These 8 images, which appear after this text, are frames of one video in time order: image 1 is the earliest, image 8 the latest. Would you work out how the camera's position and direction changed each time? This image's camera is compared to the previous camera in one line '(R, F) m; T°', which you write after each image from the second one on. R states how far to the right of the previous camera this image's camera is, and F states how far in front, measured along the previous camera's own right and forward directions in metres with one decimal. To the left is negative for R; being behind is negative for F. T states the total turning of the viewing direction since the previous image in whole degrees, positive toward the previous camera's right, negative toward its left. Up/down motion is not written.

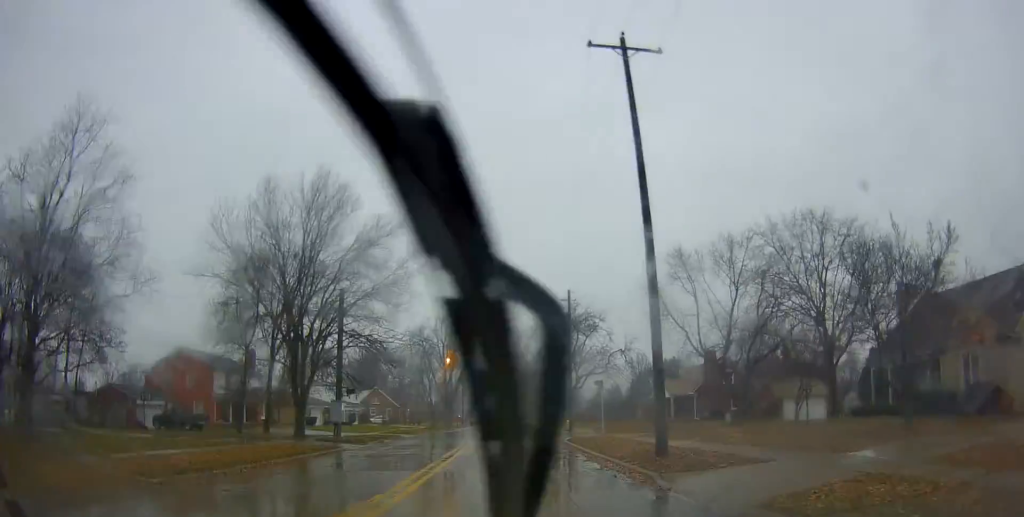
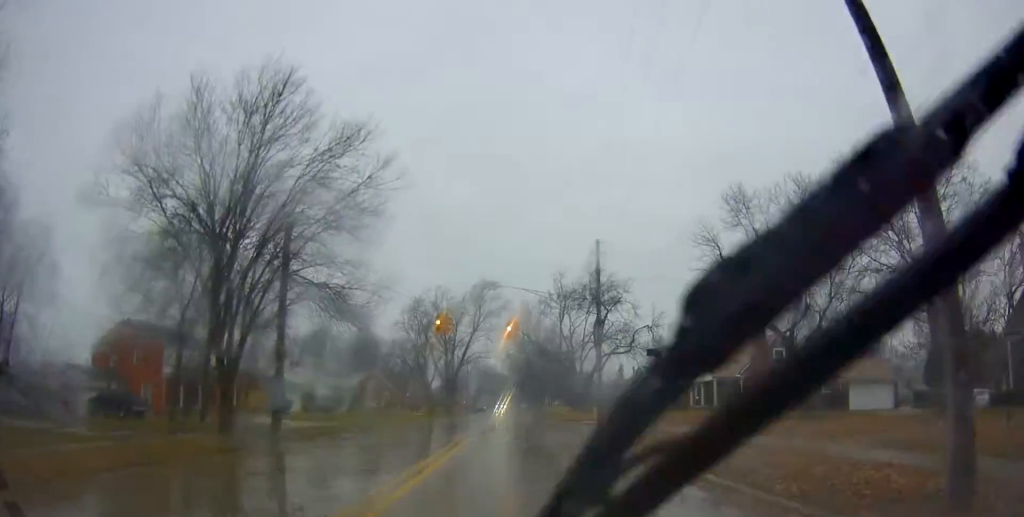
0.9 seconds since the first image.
(0.0, +10.5) m; 0°
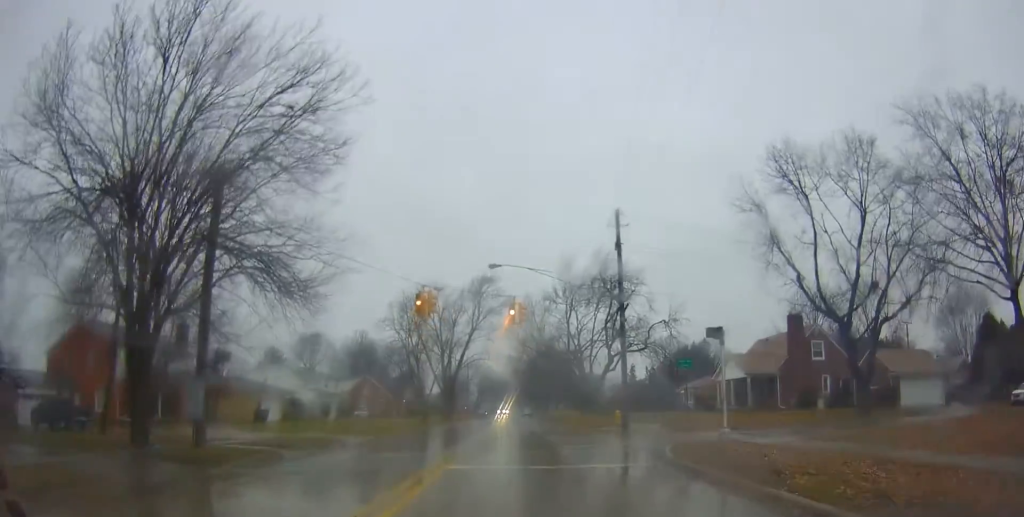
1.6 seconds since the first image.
(0.0, +6.6) m; -2°
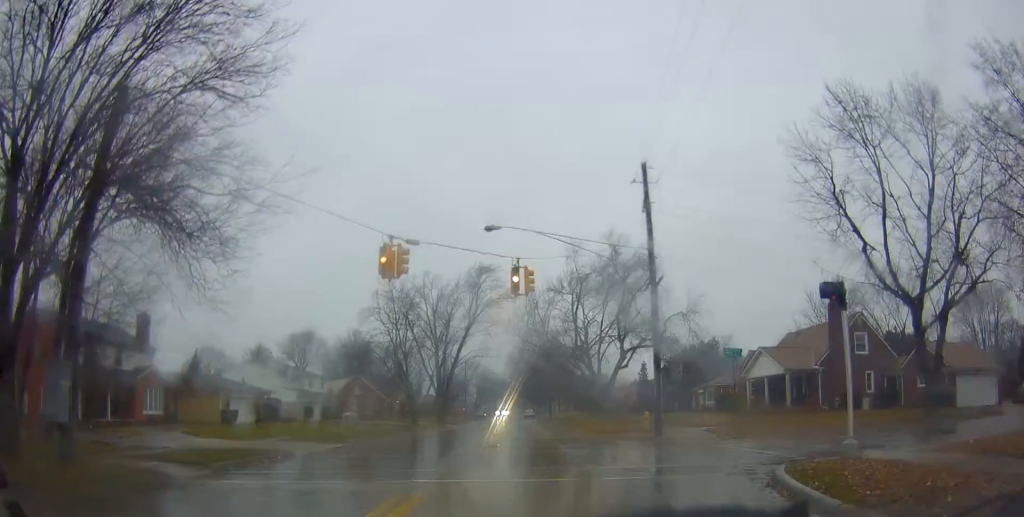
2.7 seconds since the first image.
(-0.3, +6.4) m; -4°
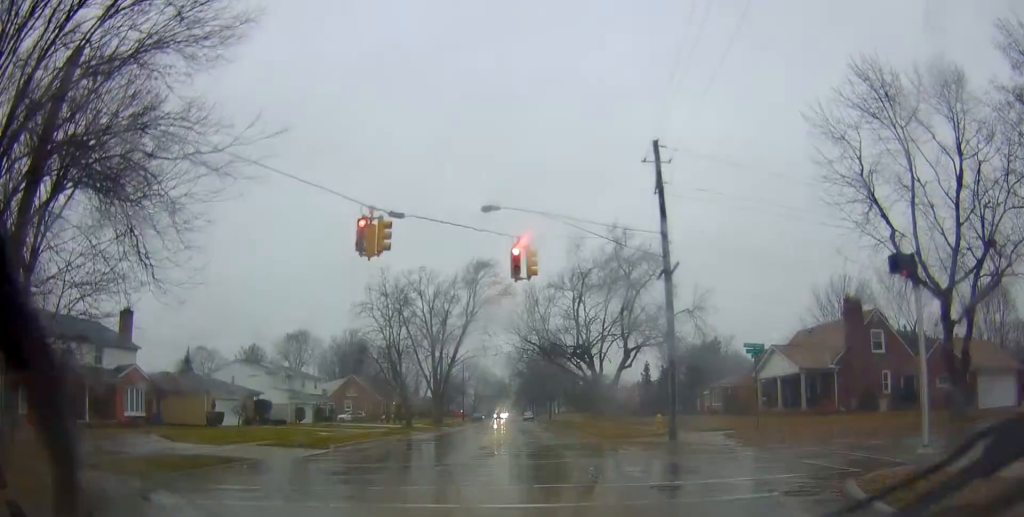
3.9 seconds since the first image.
(0.0, +2.6) m; -2°
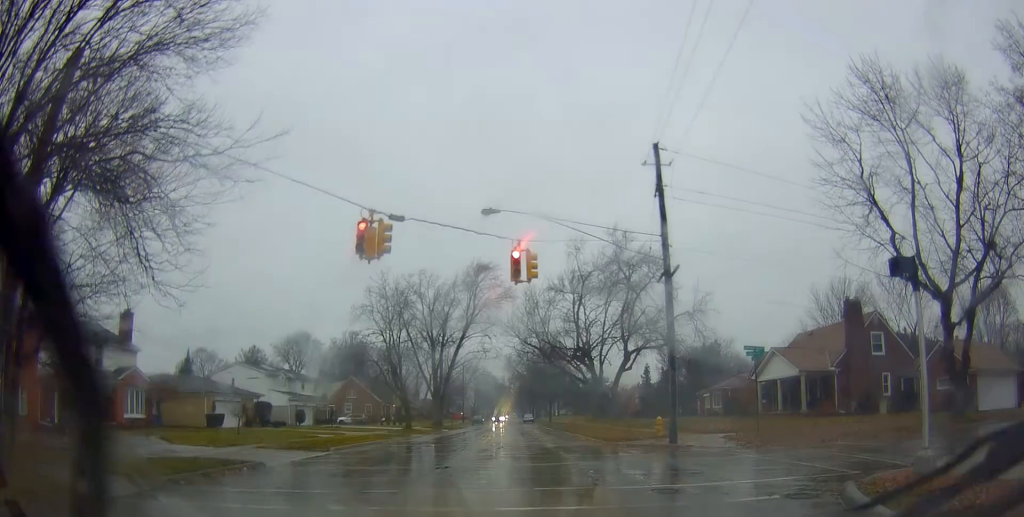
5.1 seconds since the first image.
(0.0, -0.1) m; 0°
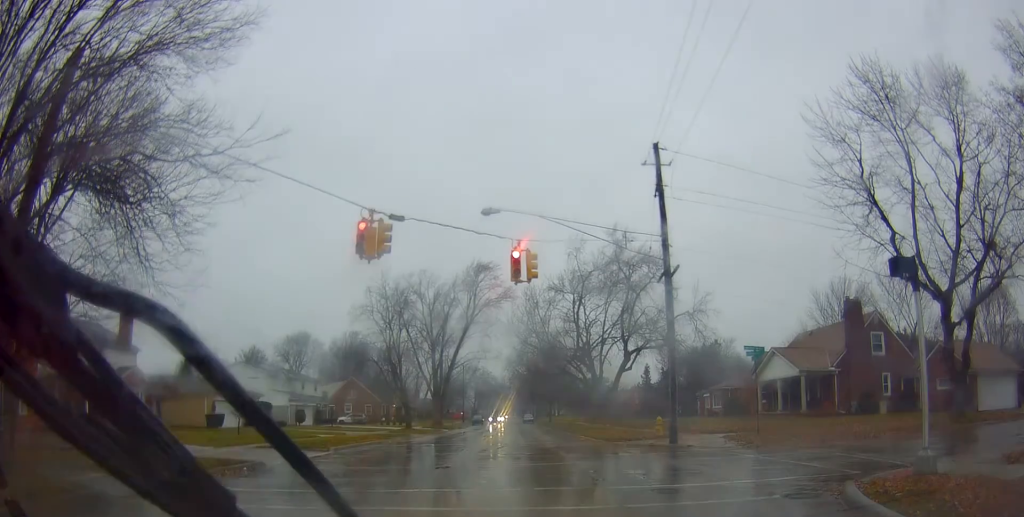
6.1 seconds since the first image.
(0.0, 0.0) m; 0°
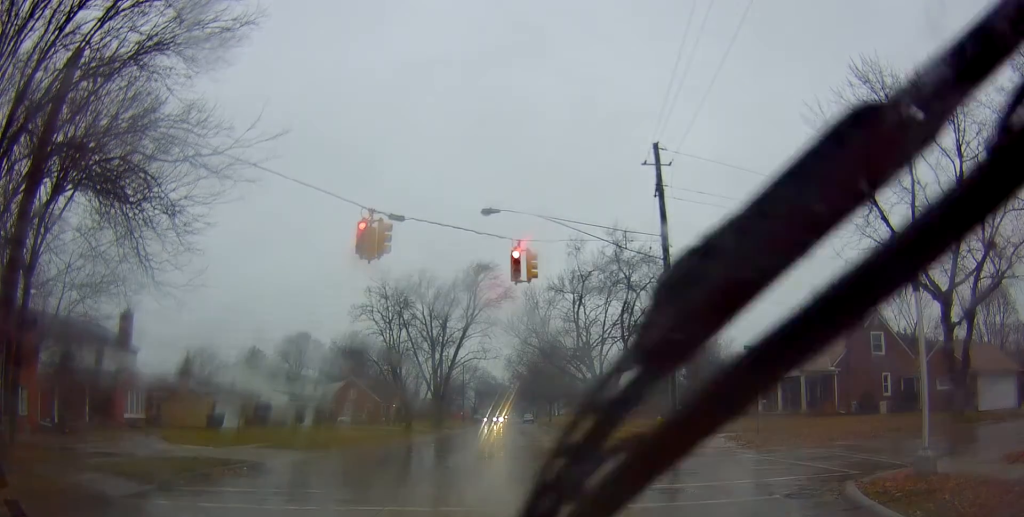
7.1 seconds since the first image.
(0.0, 0.0) m; 0°
